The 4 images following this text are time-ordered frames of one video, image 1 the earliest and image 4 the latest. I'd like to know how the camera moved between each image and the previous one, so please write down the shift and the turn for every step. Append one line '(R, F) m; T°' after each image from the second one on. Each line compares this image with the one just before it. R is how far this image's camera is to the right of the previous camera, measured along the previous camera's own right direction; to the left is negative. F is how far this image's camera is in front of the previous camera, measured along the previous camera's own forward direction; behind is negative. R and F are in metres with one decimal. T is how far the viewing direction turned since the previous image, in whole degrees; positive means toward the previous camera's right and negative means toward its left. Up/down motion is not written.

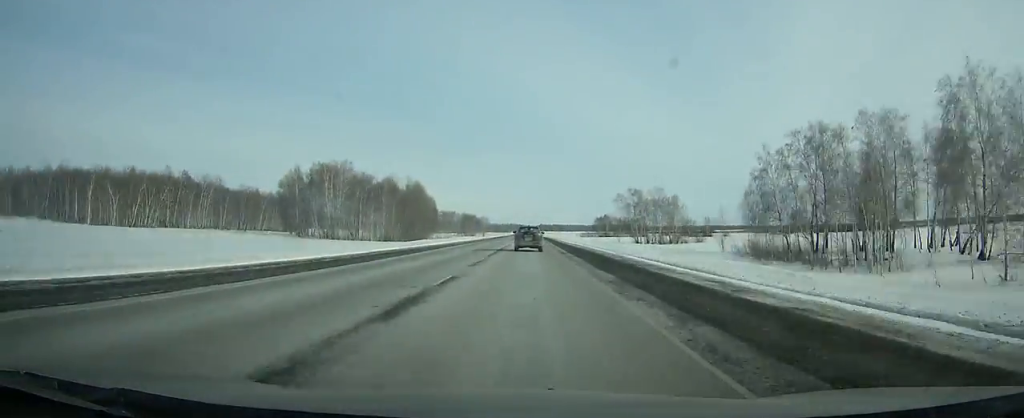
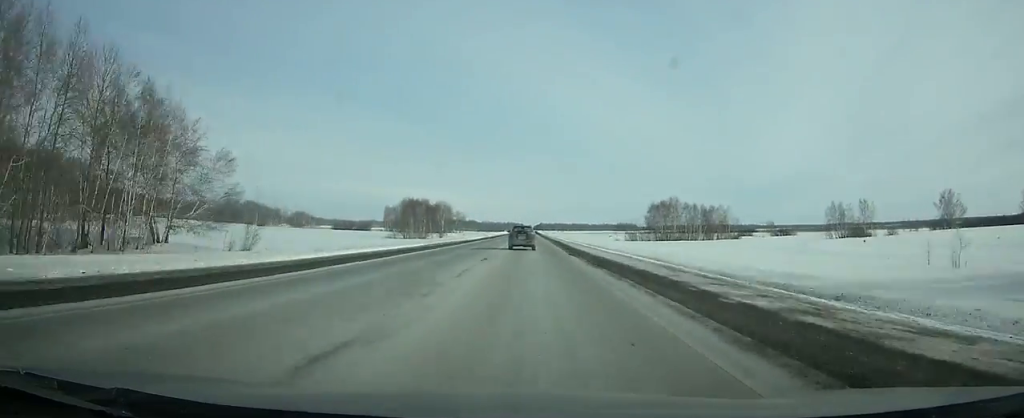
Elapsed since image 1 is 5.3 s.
(+0.1, +150.1) m; 0°
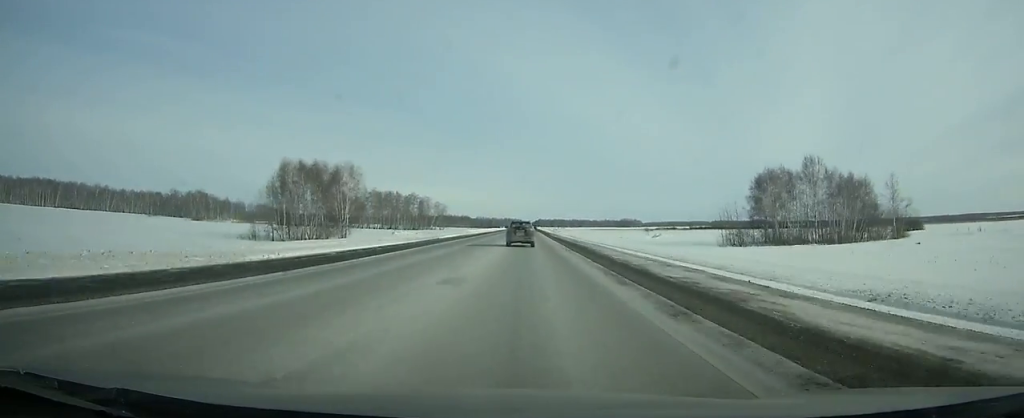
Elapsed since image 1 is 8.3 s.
(-0.2, +86.0) m; 0°
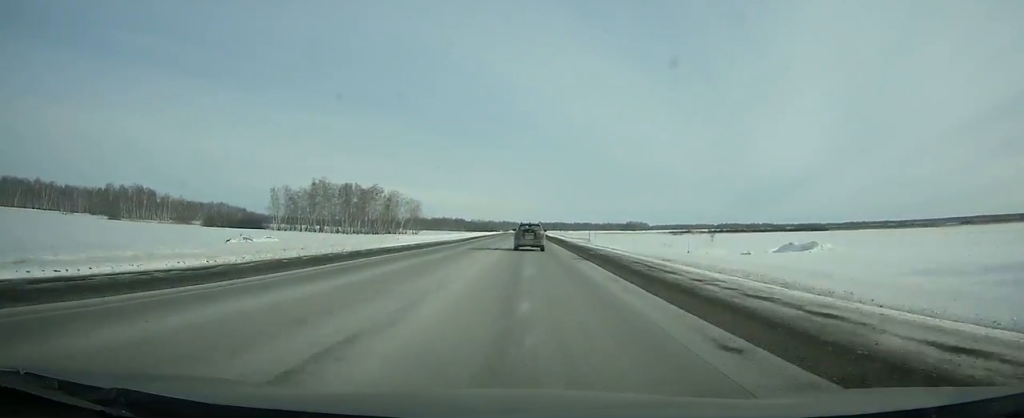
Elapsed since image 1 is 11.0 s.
(-0.1, +77.3) m; 0°
